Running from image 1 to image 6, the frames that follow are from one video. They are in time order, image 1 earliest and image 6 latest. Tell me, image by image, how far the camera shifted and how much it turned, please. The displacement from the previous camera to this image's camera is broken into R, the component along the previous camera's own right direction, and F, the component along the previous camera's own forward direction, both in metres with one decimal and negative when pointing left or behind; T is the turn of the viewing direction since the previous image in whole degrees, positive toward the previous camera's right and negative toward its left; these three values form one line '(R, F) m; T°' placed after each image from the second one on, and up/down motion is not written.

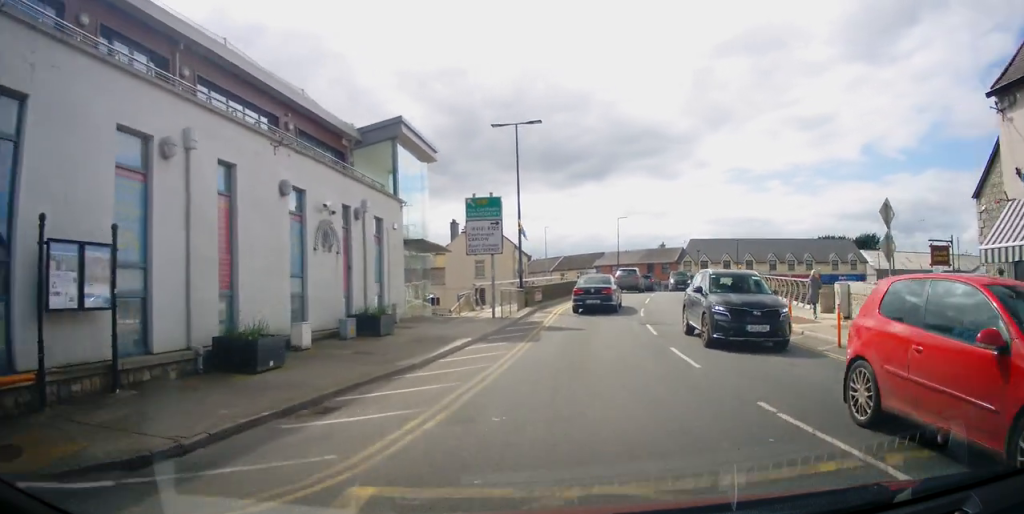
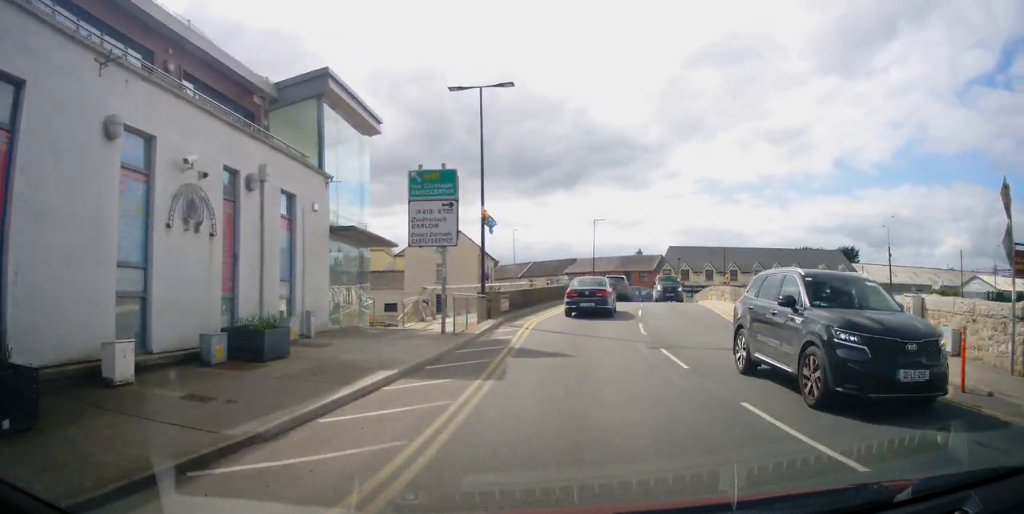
(+0.2, +5.6) m; +4°
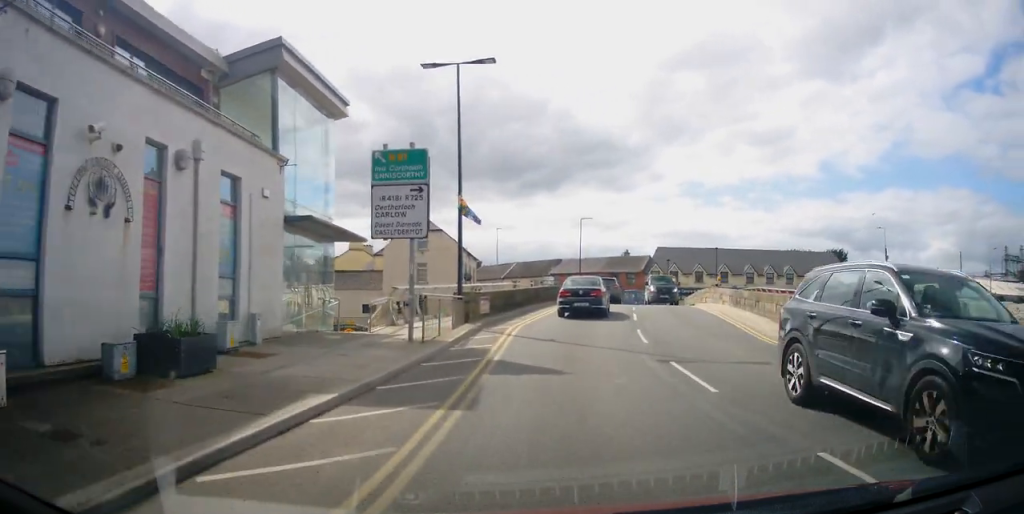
(+0.1, +2.3) m; +2°
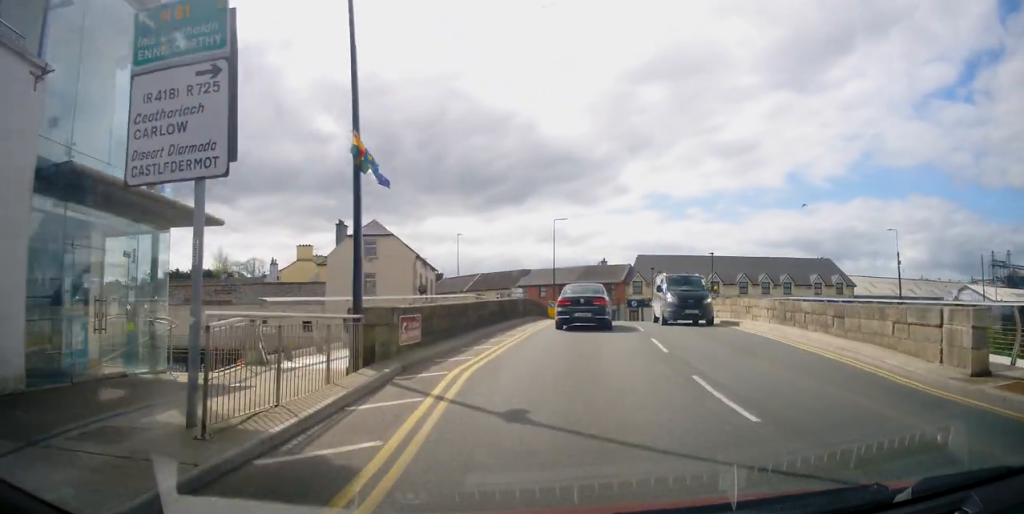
(+0.1, +7.9) m; +1°
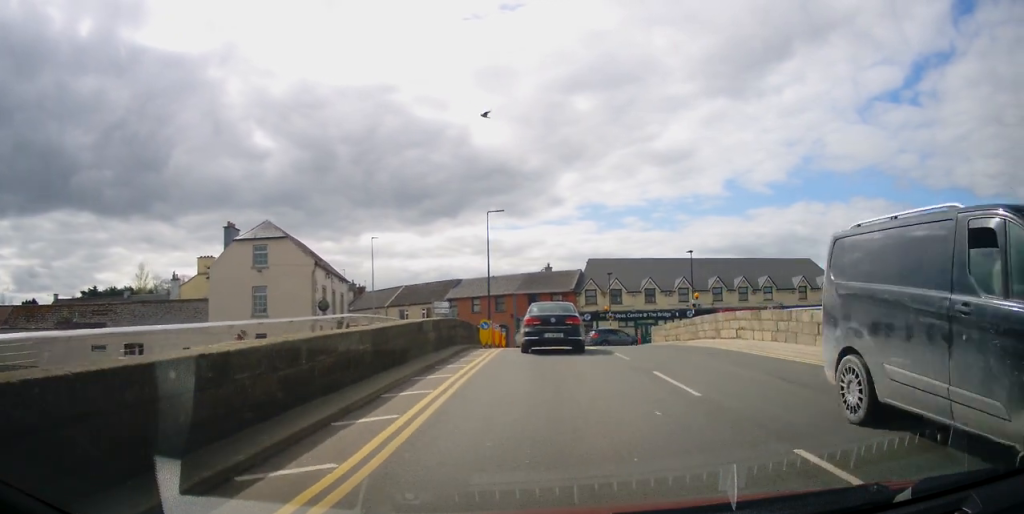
(+0.8, +10.8) m; +9°
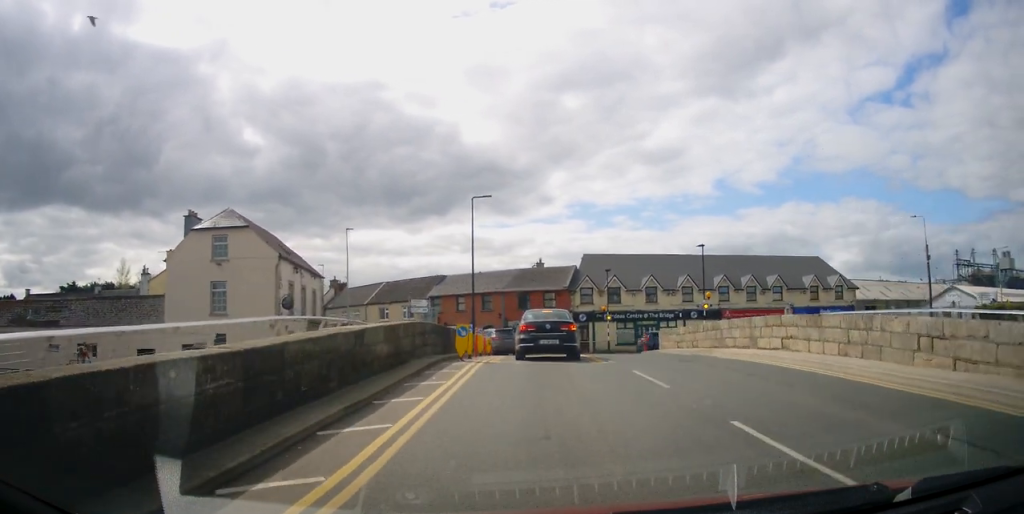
(+0.2, +4.8) m; +1°
